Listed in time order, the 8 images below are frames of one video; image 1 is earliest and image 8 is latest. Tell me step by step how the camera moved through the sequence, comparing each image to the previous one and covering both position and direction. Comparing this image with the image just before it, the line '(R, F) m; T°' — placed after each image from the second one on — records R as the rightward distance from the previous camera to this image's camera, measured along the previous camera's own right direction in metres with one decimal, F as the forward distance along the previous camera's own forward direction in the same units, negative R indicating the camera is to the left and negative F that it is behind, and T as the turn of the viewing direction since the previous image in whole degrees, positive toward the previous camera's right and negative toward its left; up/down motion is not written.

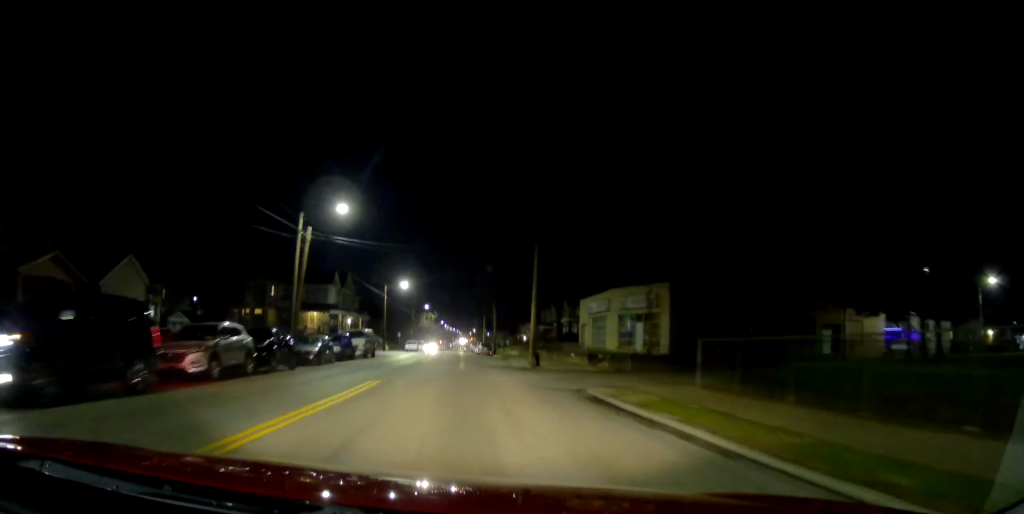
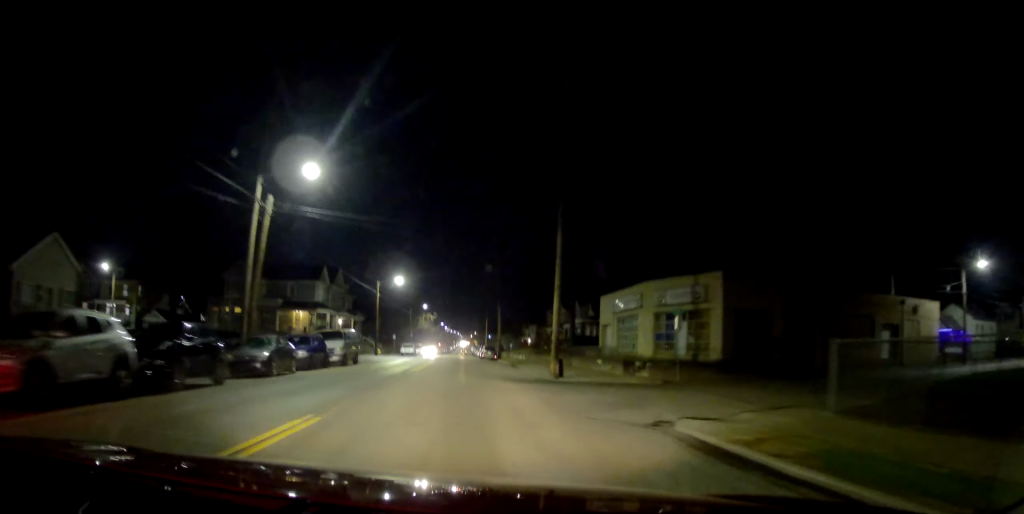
(-0.1, +7.9) m; -2°
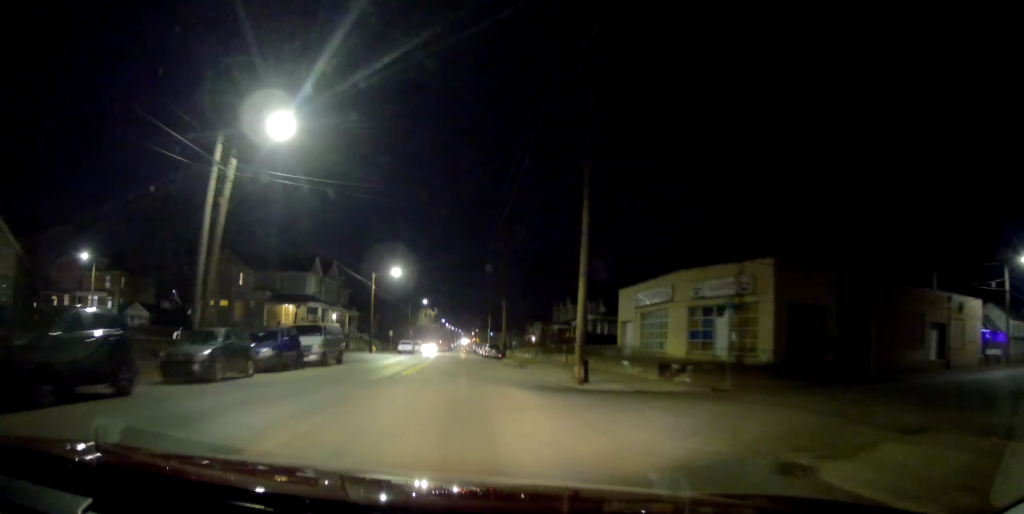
(-0.1, +5.4) m; +1°
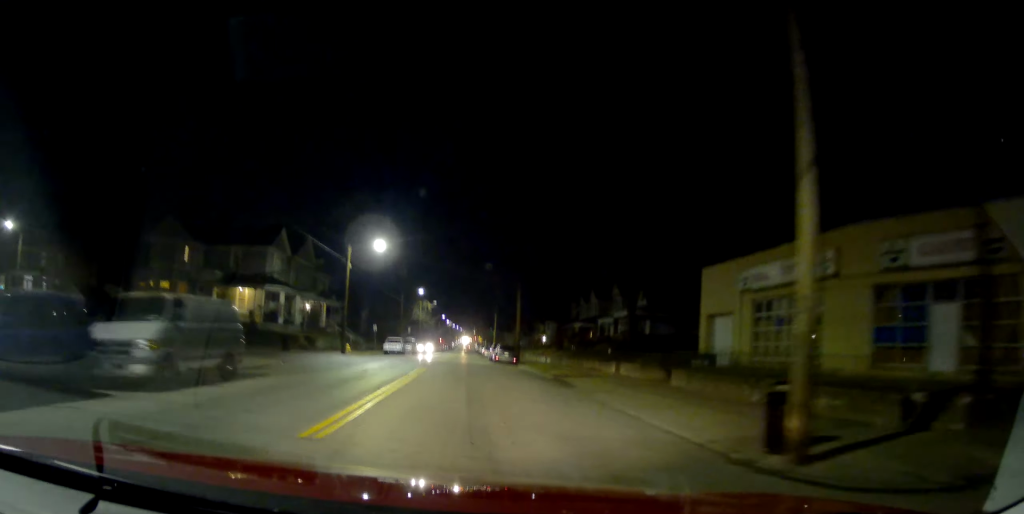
(+0.4, +15.5) m; +1°
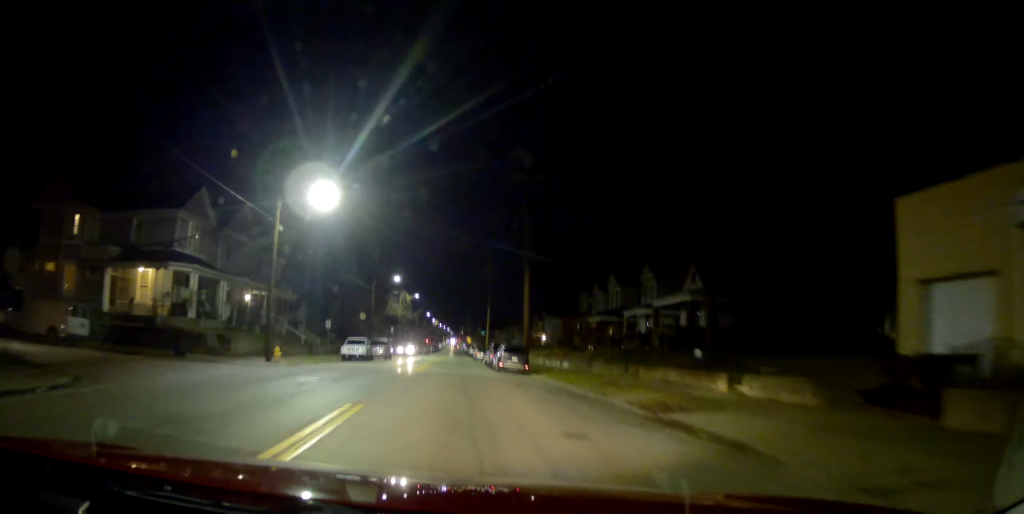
(-0.5, +15.8) m; -2°
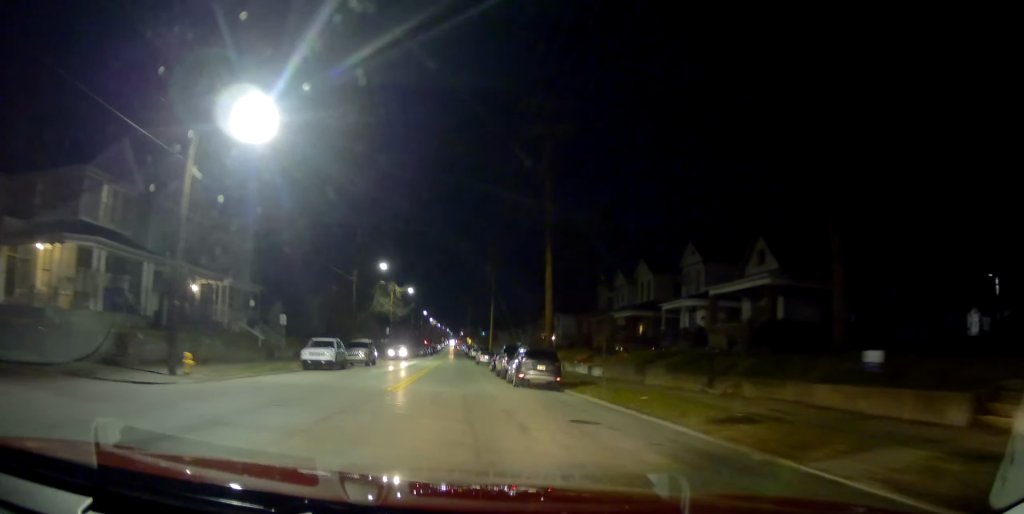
(0.0, +10.3) m; +3°
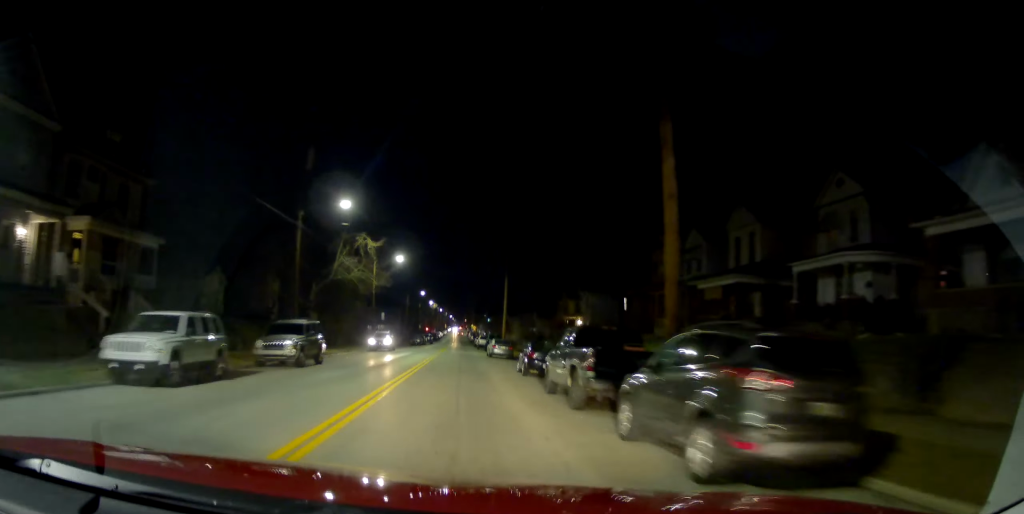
(+0.2, +17.6) m; -1°
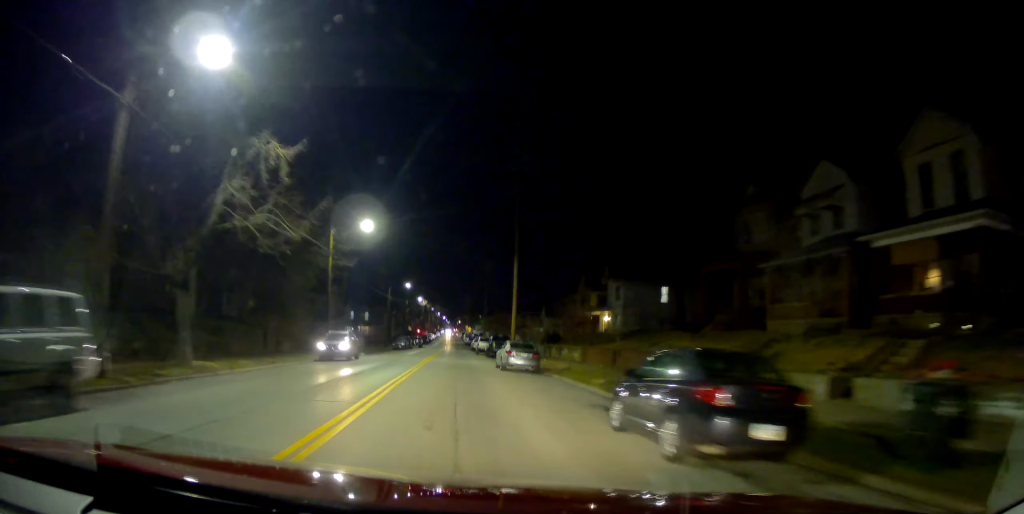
(+0.2, +16.8) m; +1°
